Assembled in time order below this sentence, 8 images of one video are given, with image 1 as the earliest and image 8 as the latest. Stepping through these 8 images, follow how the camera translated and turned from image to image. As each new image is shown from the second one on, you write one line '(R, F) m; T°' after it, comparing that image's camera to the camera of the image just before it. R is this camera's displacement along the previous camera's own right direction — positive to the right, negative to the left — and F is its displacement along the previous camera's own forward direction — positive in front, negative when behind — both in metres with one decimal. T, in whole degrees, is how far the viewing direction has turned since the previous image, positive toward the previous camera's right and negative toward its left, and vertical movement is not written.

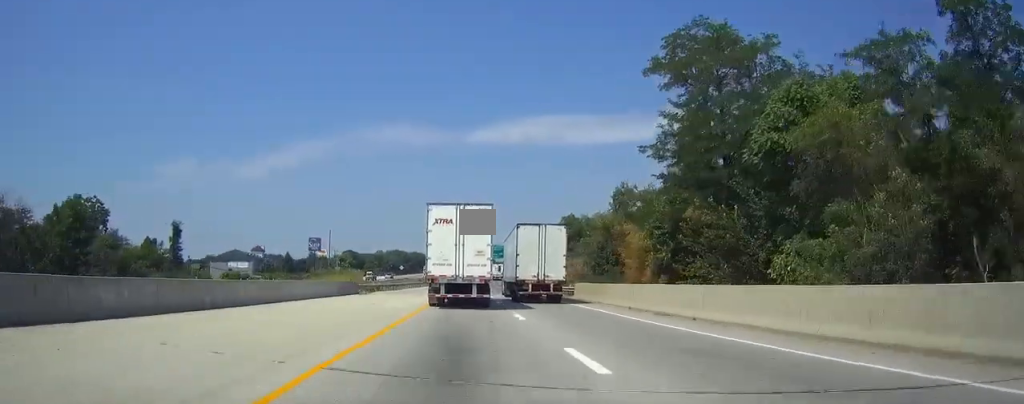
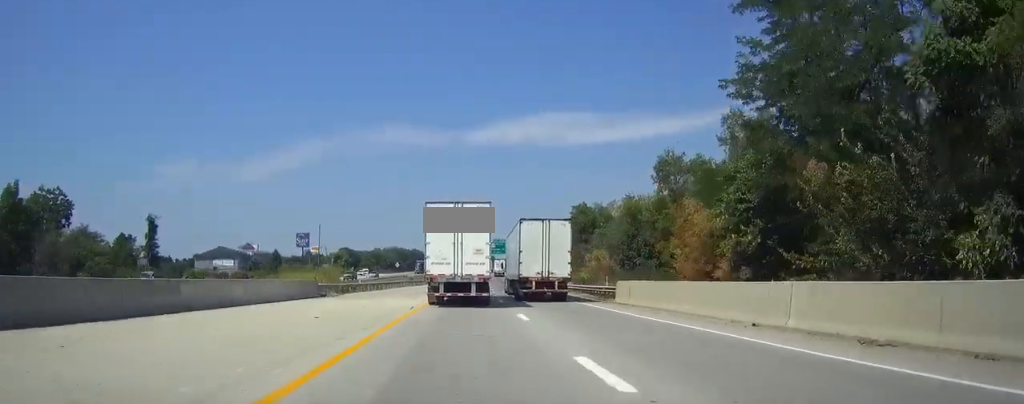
(+0.1, +13.6) m; 0°
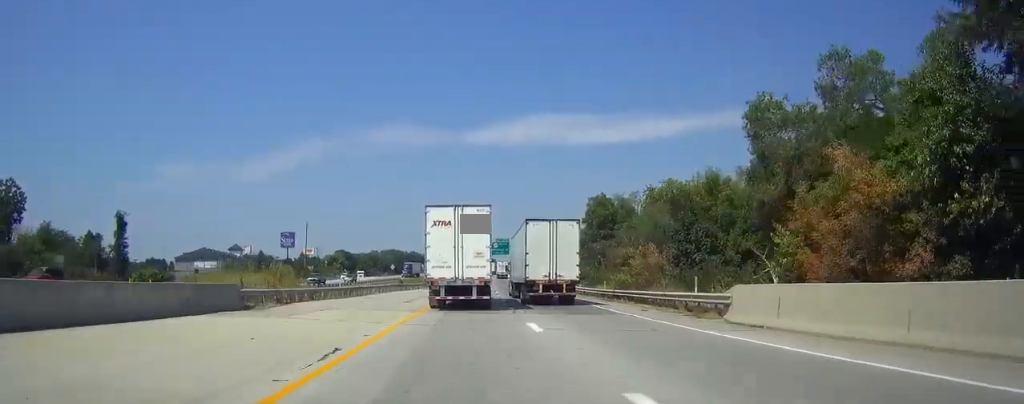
(-0.1, +15.4) m; 0°
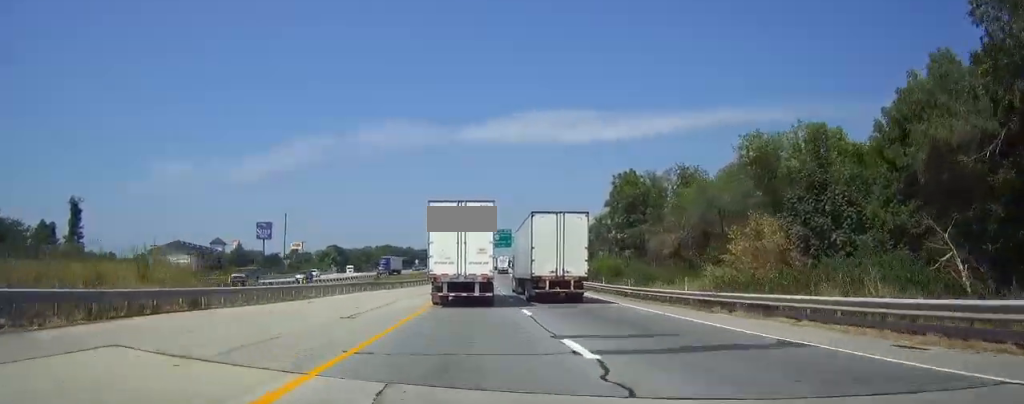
(-0.1, +18.0) m; 0°
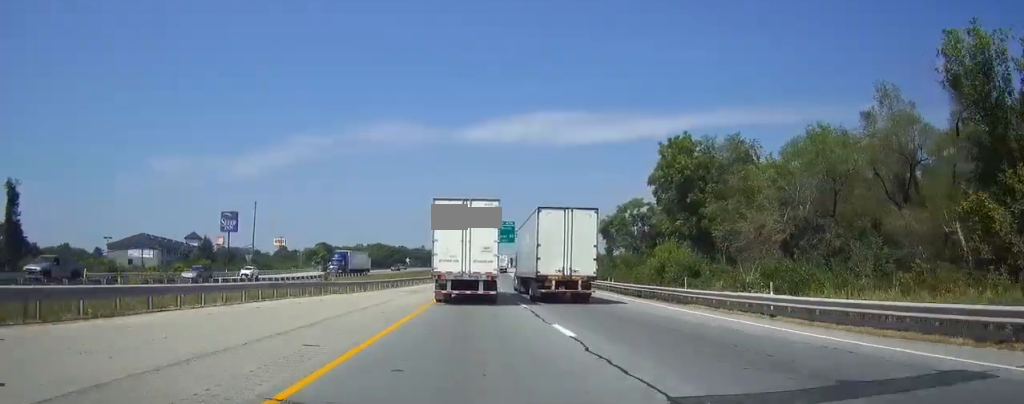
(+0.2, +20.6) m; +1°
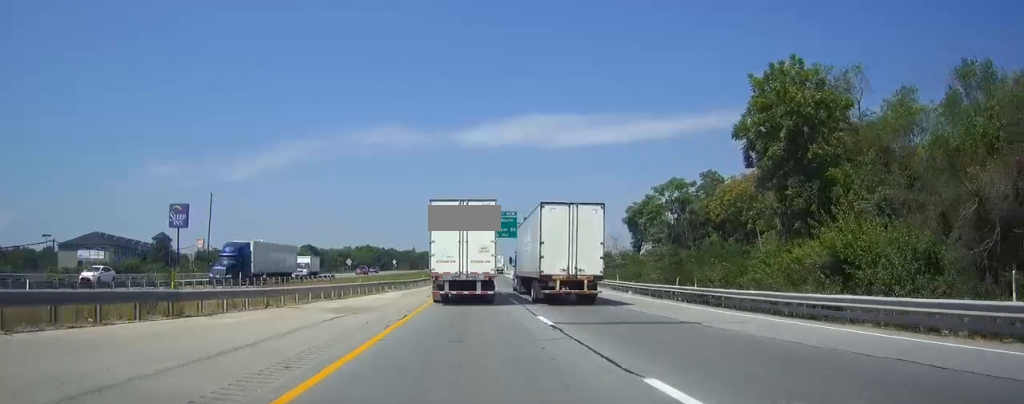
(+0.1, +21.4) m; 0°
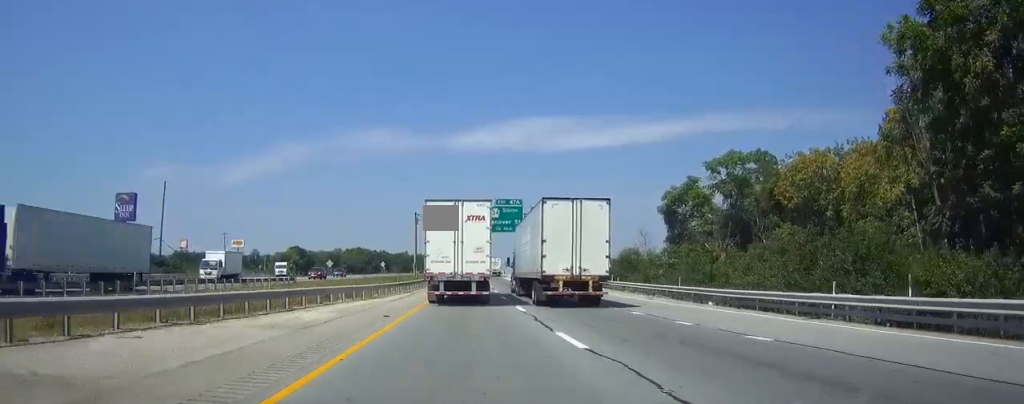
(0.0, +17.8) m; 0°
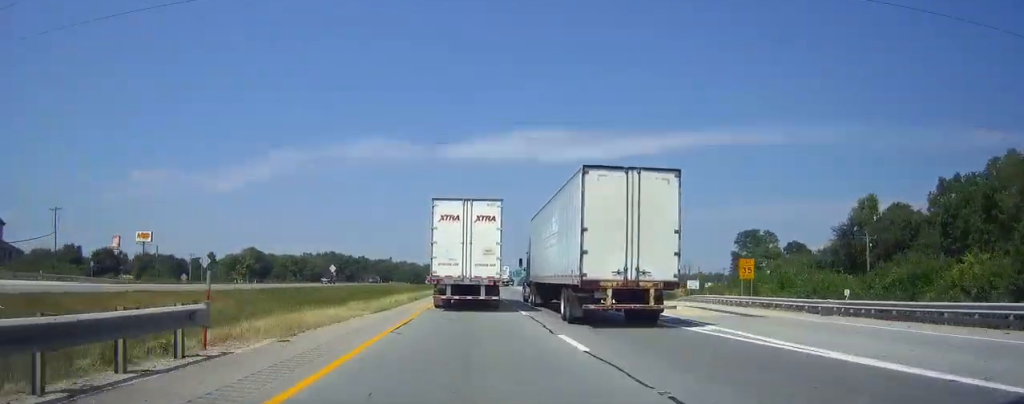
(+0.6, +72.6) m; +1°
